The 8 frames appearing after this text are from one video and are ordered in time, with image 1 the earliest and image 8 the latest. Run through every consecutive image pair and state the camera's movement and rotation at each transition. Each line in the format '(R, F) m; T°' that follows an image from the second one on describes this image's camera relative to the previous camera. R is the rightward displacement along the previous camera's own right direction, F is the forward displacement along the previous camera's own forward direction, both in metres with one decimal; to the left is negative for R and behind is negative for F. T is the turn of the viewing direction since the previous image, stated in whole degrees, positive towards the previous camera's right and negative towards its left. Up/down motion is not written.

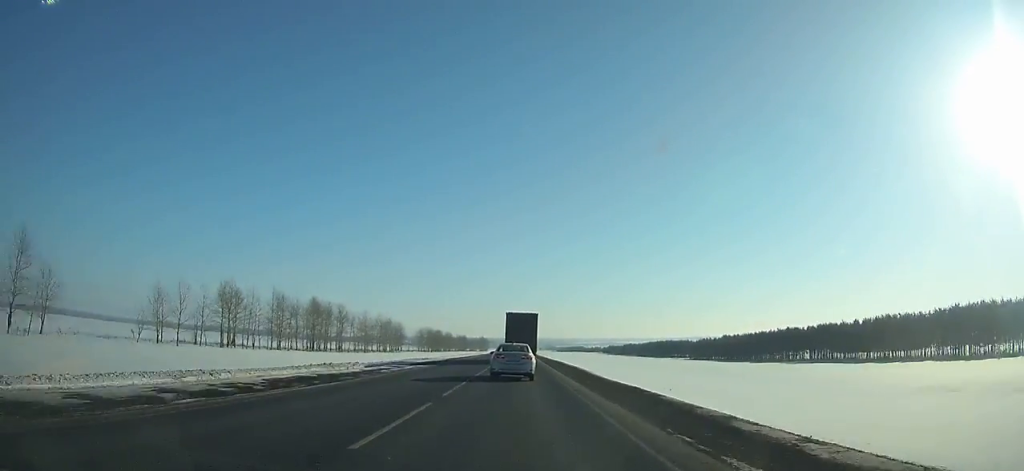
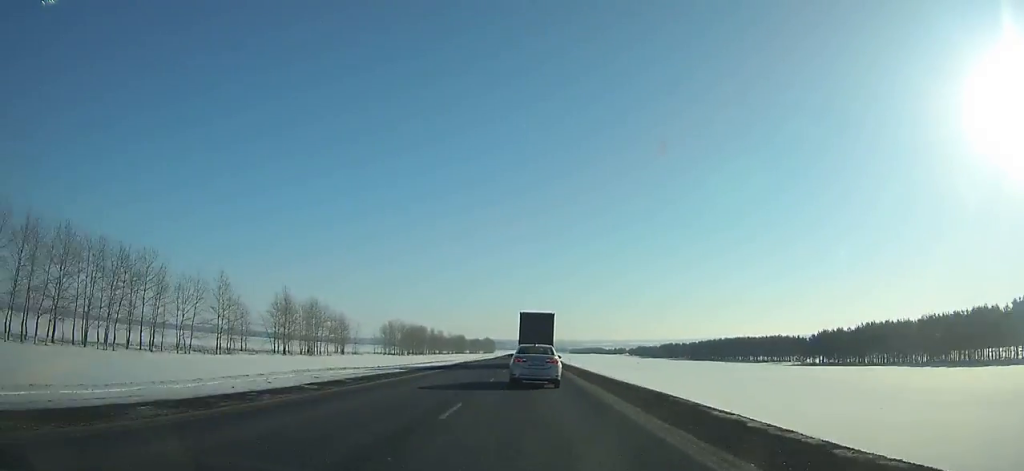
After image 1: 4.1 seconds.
(-0.4, +91.9) m; 0°
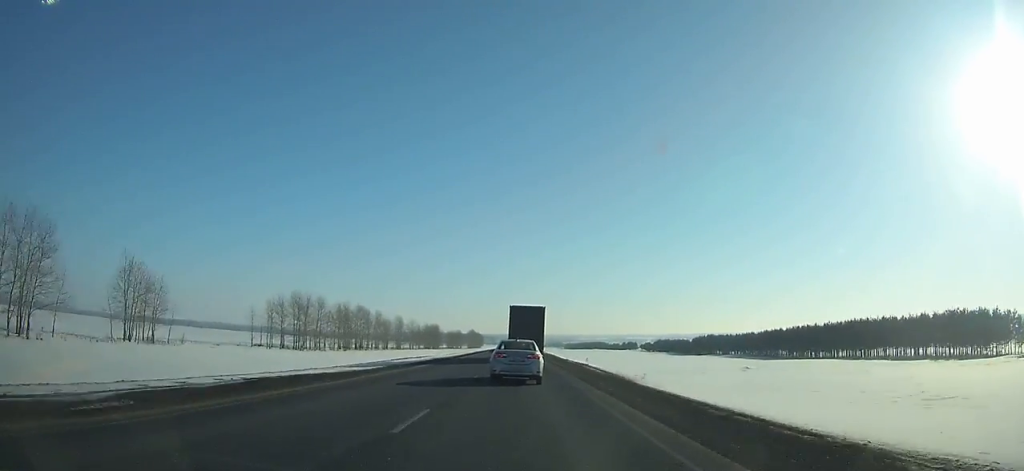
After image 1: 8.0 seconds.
(+0.5, +86.4) m; 0°
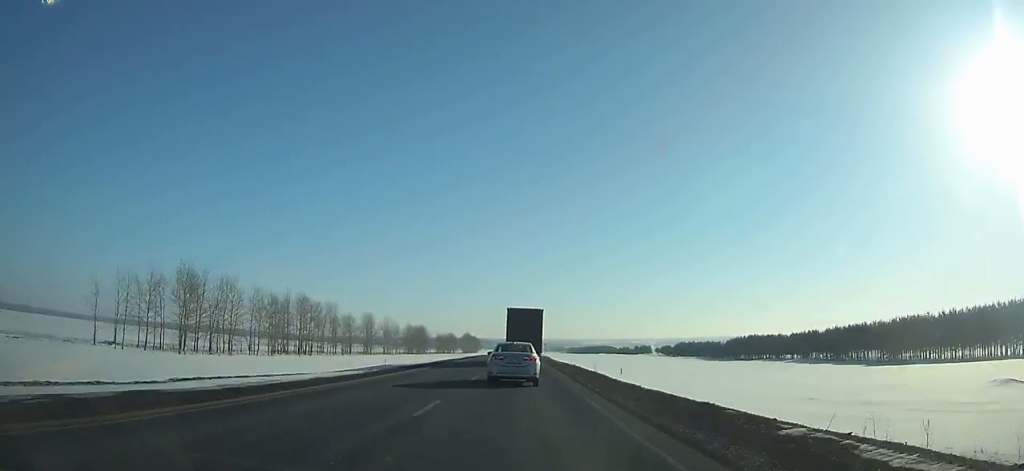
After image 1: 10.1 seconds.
(0.0, +46.3) m; 0°
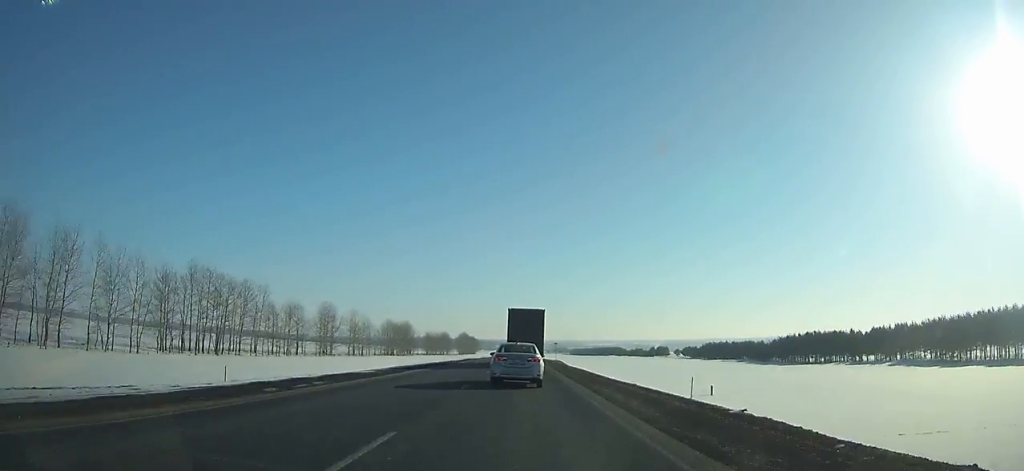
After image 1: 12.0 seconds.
(+0.1, +41.4) m; 0°
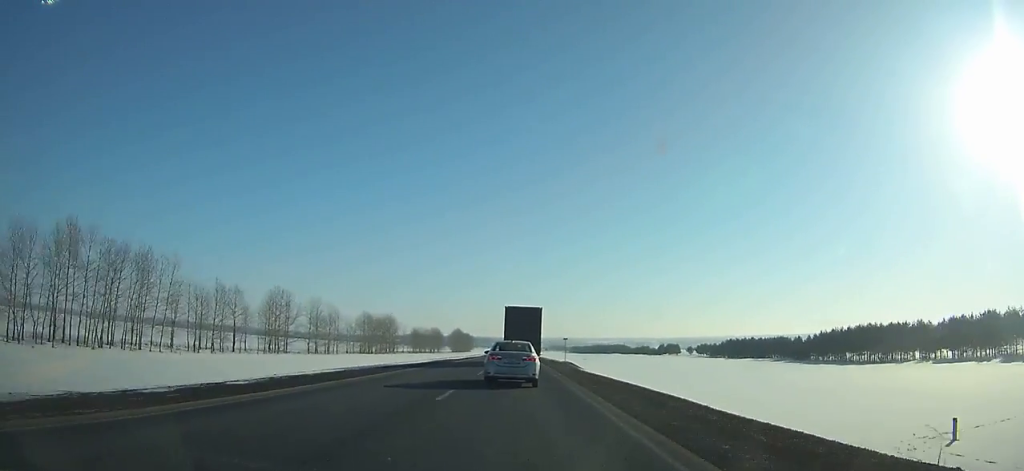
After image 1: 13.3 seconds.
(0.0, +28.3) m; 0°
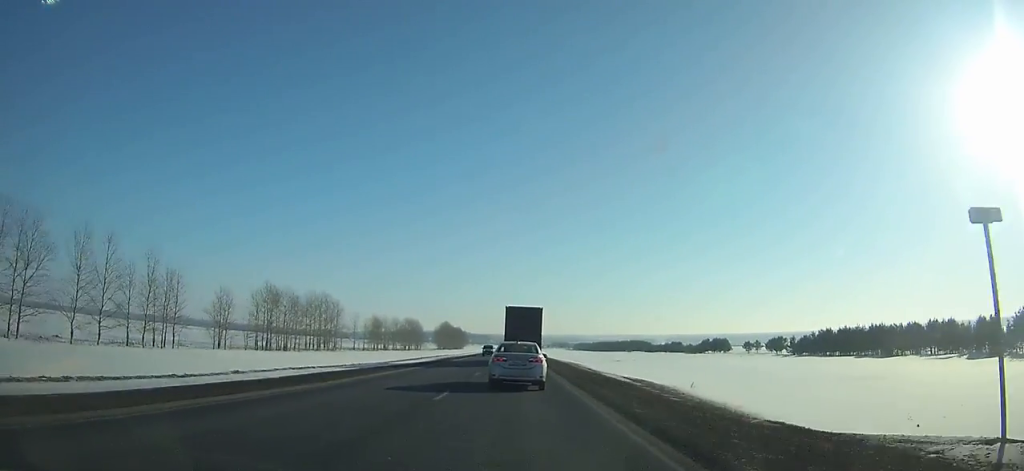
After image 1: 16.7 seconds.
(-0.1, +73.1) m; 0°
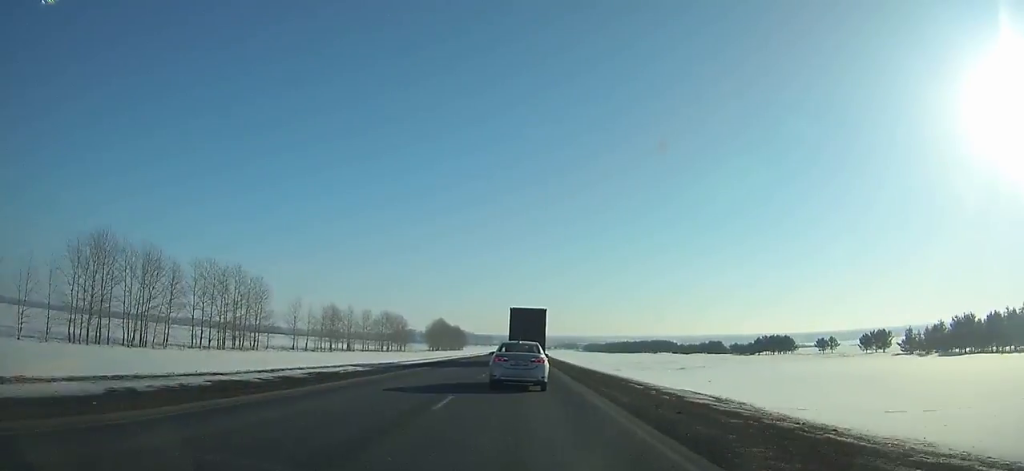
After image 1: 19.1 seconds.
(-0.1, +51.2) m; 0°
